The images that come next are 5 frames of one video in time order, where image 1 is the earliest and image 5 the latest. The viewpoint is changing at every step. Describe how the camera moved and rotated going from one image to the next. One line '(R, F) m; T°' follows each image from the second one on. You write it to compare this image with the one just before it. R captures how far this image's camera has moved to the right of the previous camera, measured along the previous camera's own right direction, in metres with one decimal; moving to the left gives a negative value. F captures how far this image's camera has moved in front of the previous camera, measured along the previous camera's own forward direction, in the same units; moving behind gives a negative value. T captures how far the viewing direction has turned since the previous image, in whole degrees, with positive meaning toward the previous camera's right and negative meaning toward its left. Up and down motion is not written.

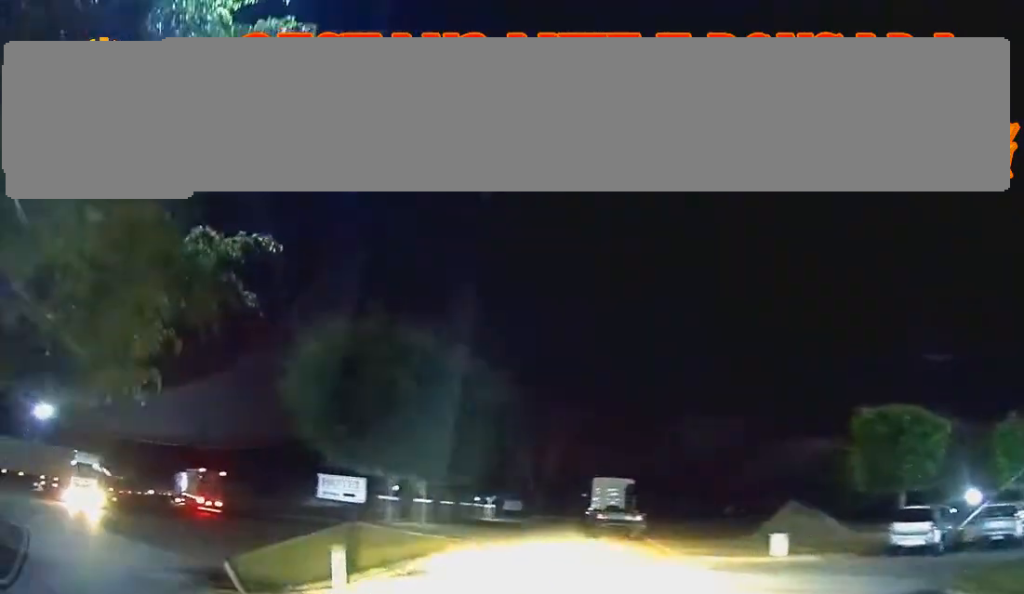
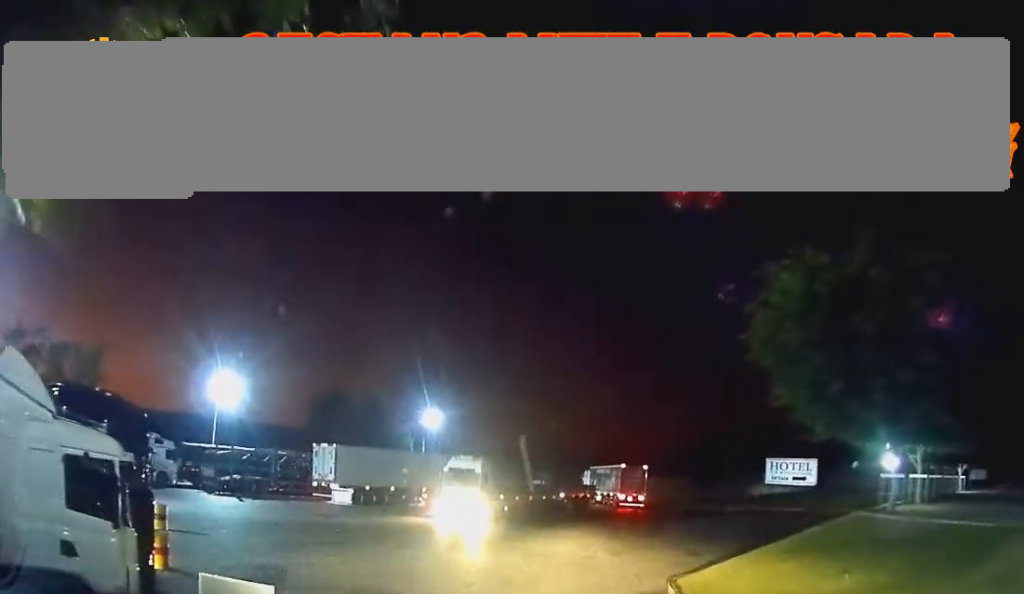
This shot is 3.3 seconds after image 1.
(-1.5, +8.7) m; -29°
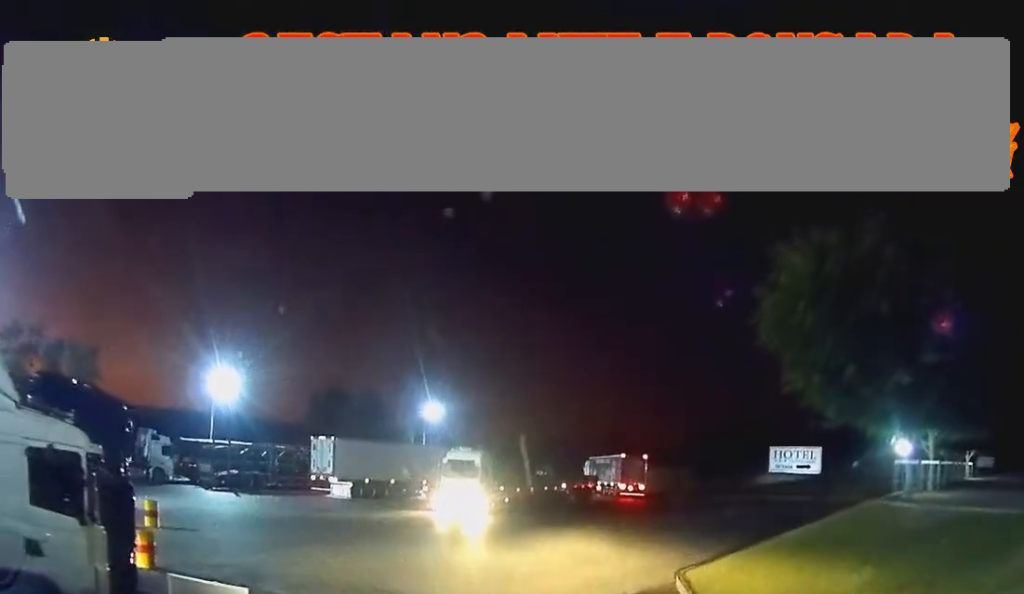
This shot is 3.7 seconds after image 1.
(0.0, +1.1) m; -1°
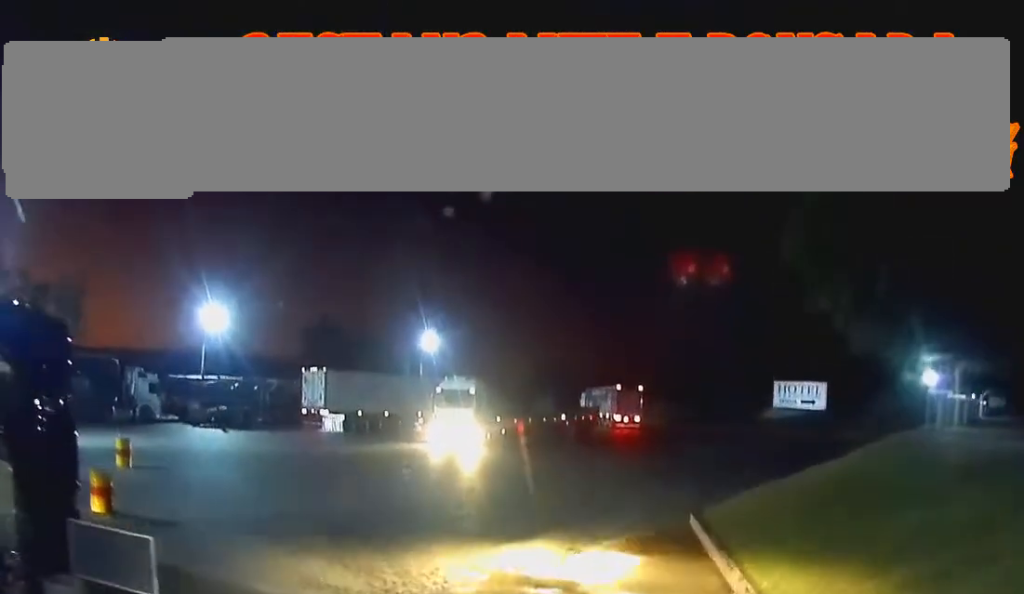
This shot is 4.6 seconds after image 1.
(0.0, +2.4) m; +1°
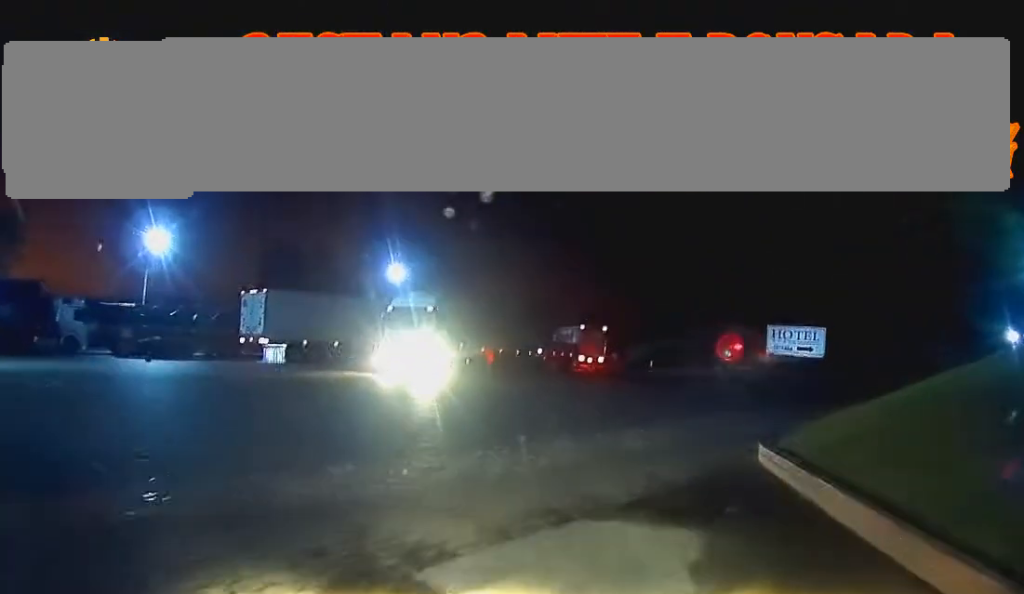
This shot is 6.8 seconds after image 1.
(+0.2, +6.3) m; +3°
